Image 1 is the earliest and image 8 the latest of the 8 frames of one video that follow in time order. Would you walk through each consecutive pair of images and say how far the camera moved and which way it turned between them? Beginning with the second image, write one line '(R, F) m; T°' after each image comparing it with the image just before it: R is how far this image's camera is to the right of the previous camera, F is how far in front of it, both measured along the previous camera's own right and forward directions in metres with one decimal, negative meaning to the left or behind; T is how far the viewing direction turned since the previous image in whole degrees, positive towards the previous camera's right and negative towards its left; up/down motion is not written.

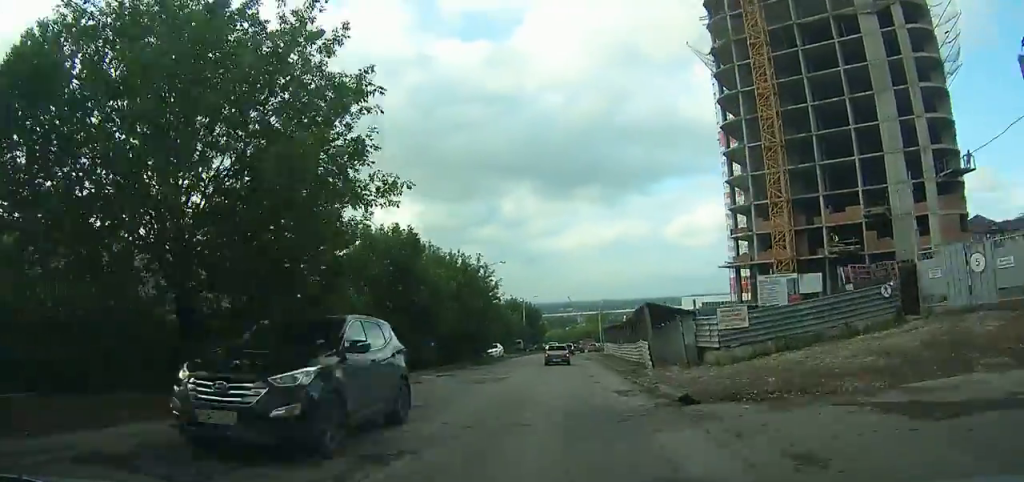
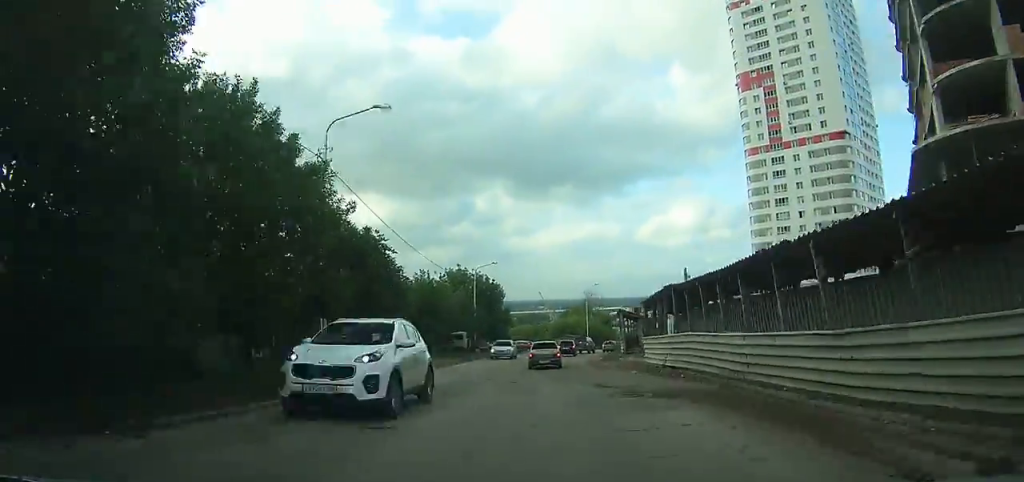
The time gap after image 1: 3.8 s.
(+0.1, +36.4) m; 0°
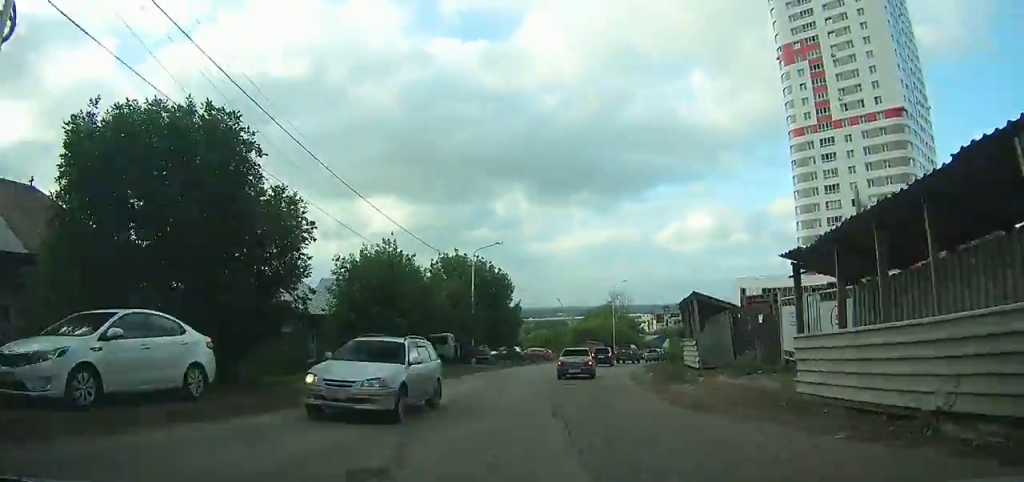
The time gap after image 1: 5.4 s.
(0.0, +14.8) m; +1°
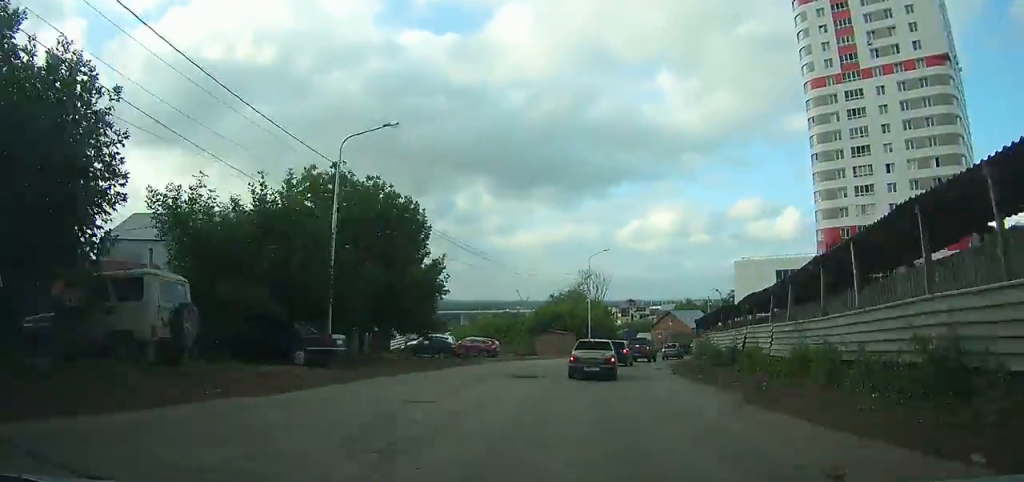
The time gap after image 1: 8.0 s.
(+0.4, +22.5) m; +3°
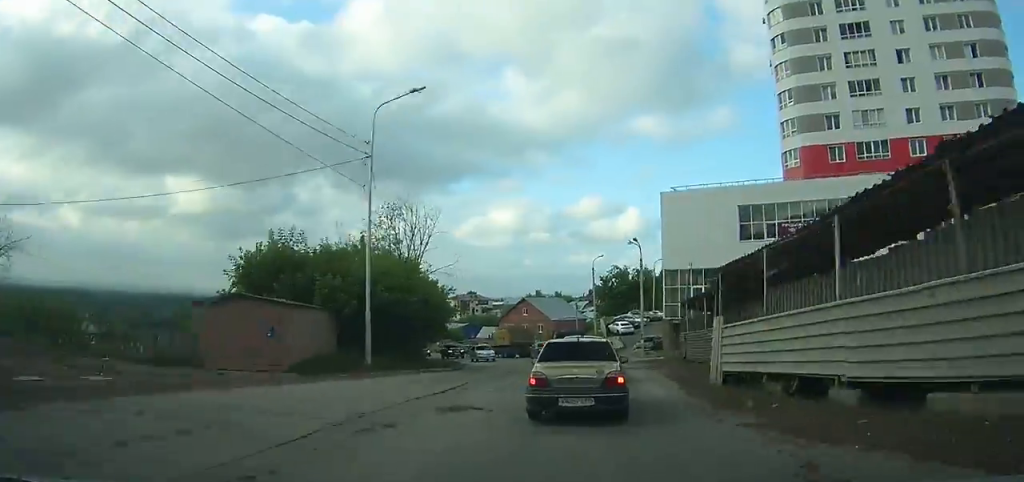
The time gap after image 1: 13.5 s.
(+3.1, +37.6) m; +11°
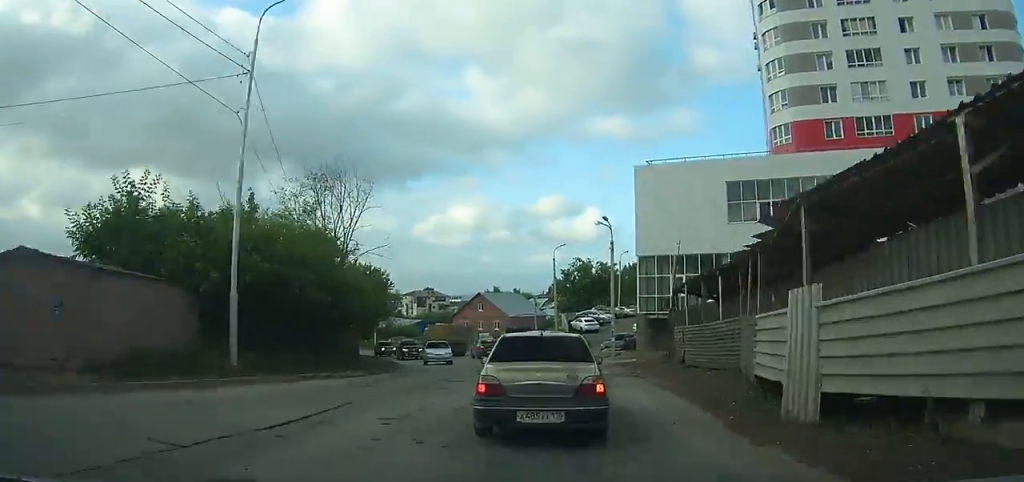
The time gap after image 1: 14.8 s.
(+0.3, +6.8) m; +2°
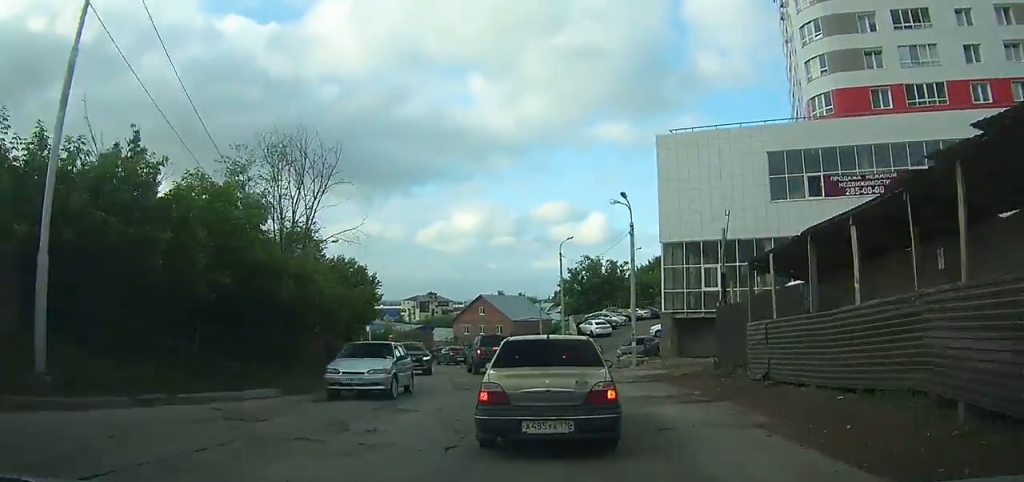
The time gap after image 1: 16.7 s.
(+0.3, +8.9) m; +1°
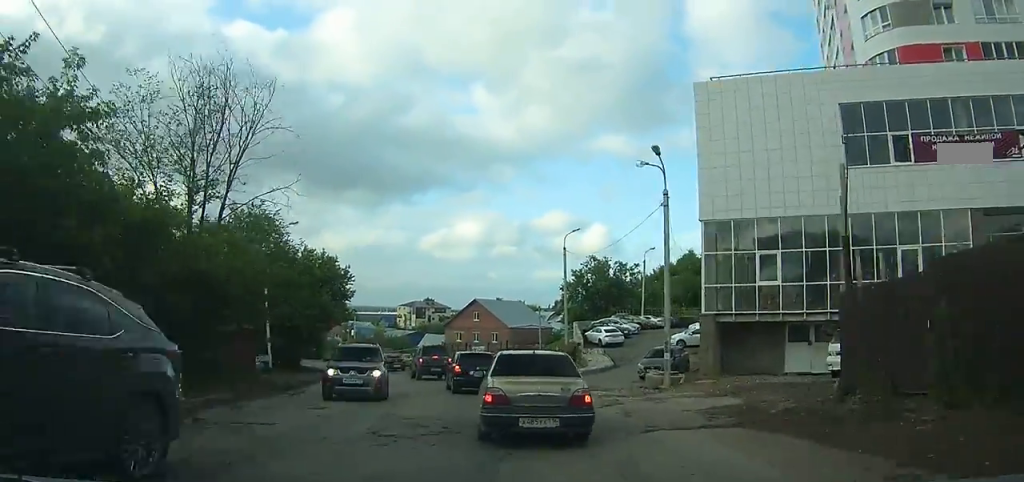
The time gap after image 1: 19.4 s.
(+0.1, +11.3) m; -3°
